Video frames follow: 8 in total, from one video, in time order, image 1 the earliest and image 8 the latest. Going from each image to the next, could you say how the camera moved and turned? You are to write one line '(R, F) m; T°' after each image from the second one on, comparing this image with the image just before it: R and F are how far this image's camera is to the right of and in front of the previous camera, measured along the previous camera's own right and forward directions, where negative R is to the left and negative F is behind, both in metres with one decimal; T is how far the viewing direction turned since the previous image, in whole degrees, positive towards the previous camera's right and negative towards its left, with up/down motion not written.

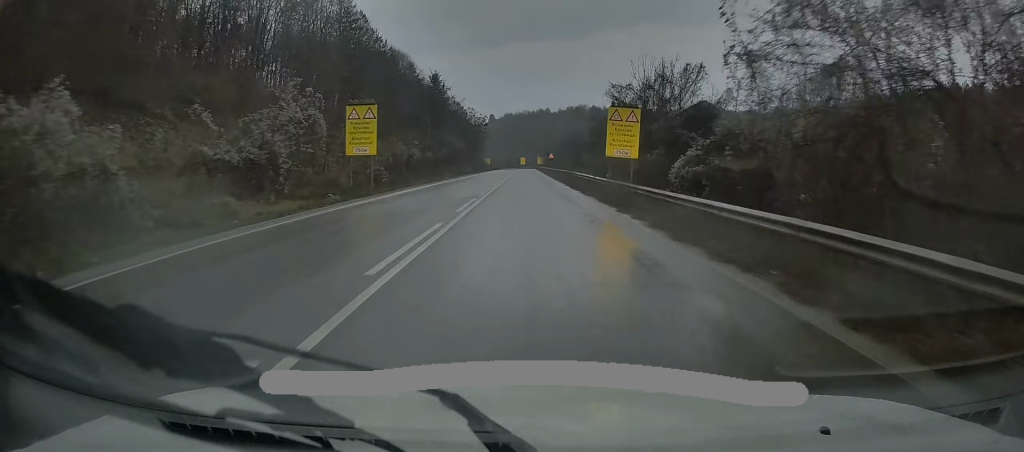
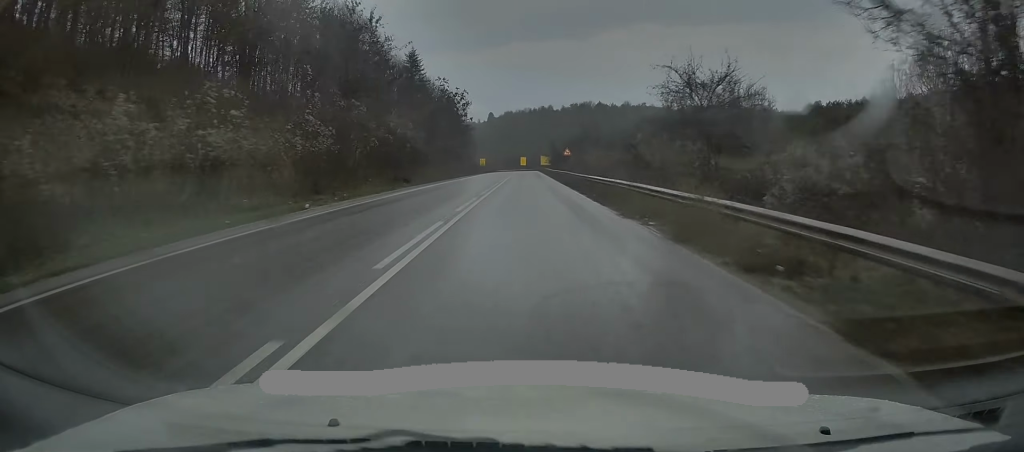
(-0.3, +35.3) m; +1°
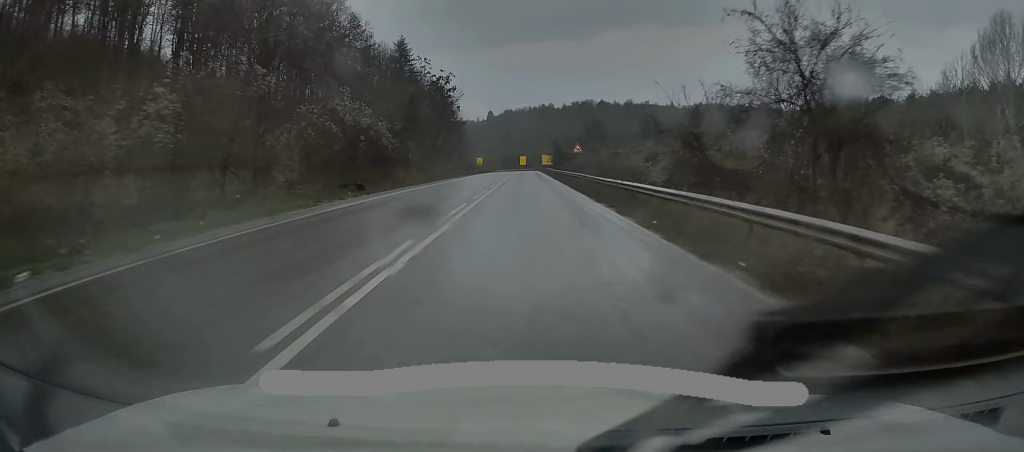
(+0.1, +12.2) m; 0°
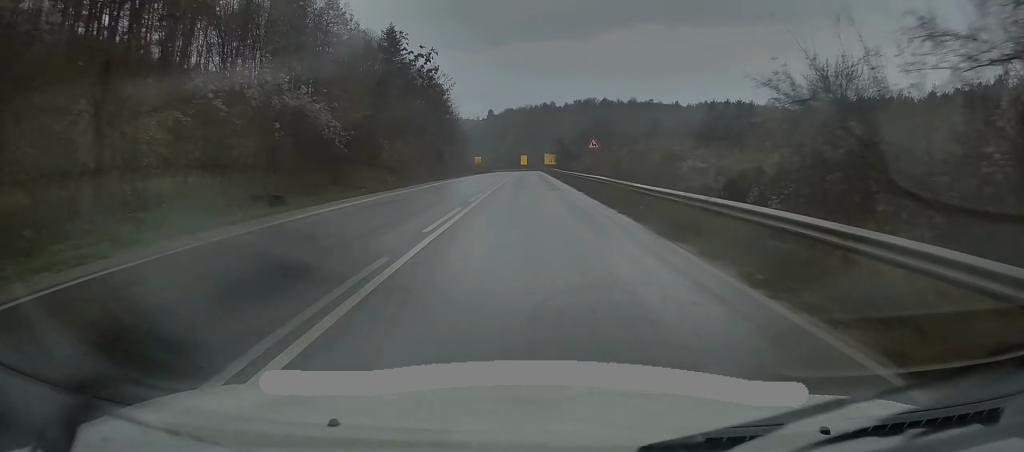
(0.0, +10.9) m; 0°
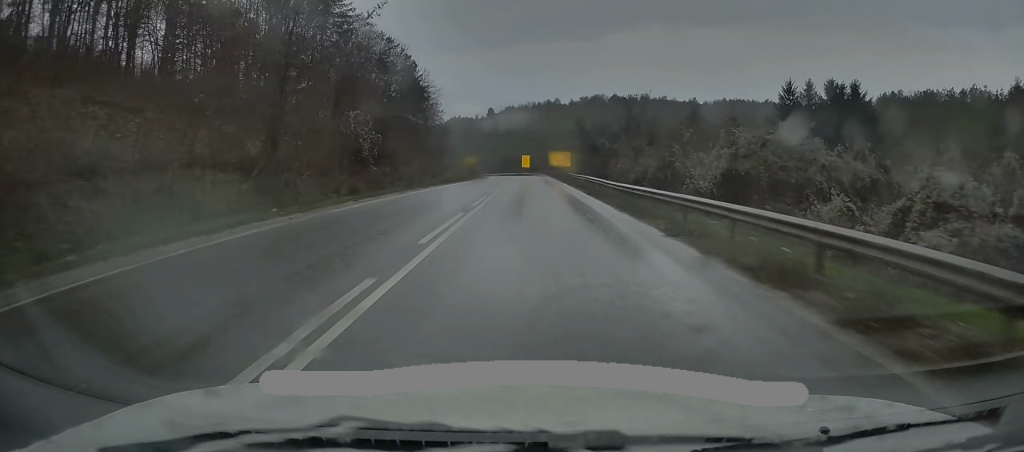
(0.0, +37.2) m; -1°
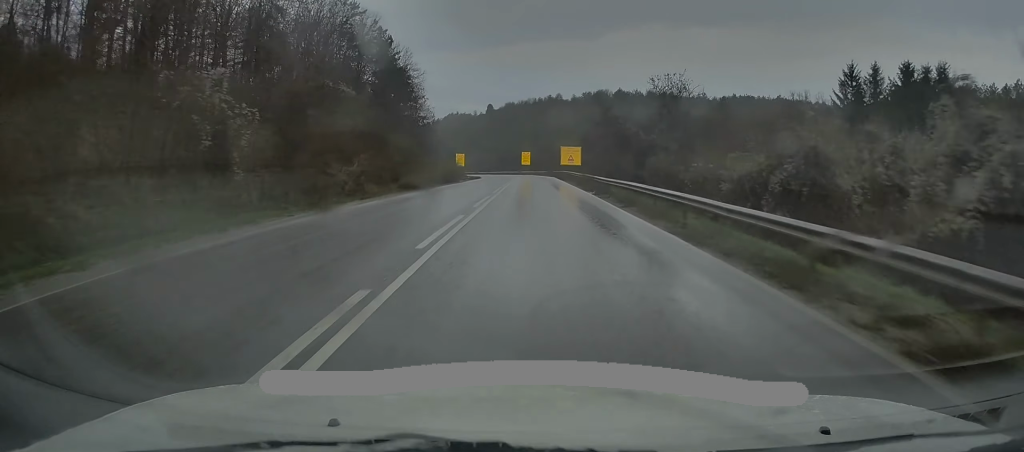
(-0.4, +18.6) m; 0°
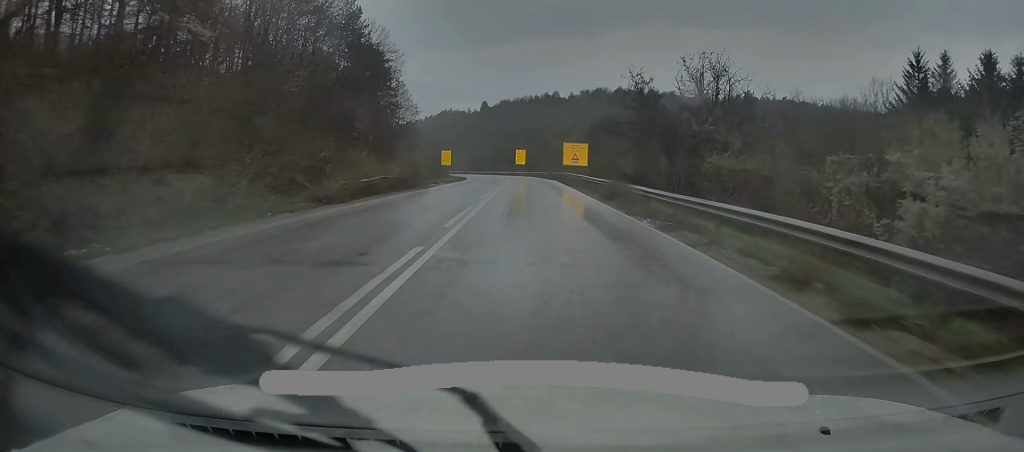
(+0.2, +14.7) m; +1°
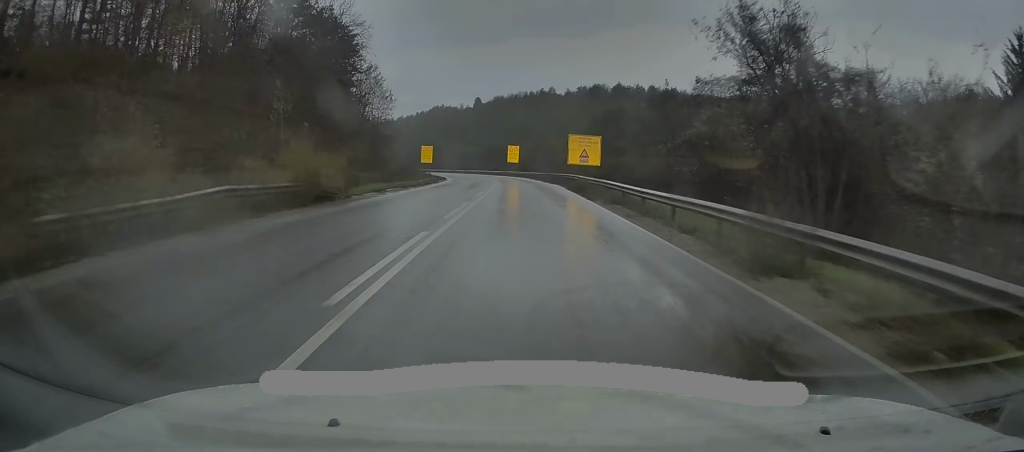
(+0.2, +15.9) m; +1°
